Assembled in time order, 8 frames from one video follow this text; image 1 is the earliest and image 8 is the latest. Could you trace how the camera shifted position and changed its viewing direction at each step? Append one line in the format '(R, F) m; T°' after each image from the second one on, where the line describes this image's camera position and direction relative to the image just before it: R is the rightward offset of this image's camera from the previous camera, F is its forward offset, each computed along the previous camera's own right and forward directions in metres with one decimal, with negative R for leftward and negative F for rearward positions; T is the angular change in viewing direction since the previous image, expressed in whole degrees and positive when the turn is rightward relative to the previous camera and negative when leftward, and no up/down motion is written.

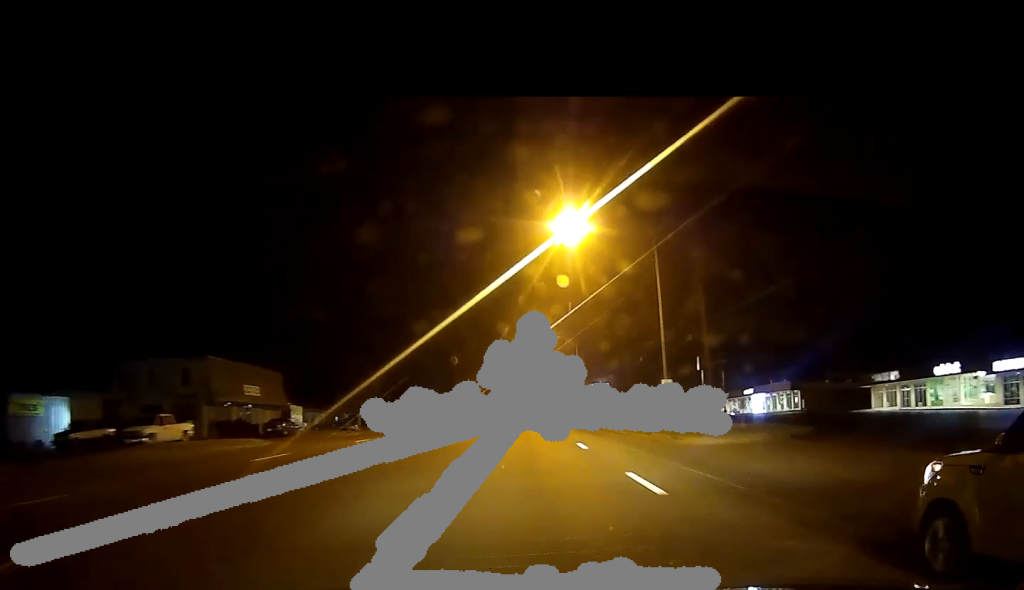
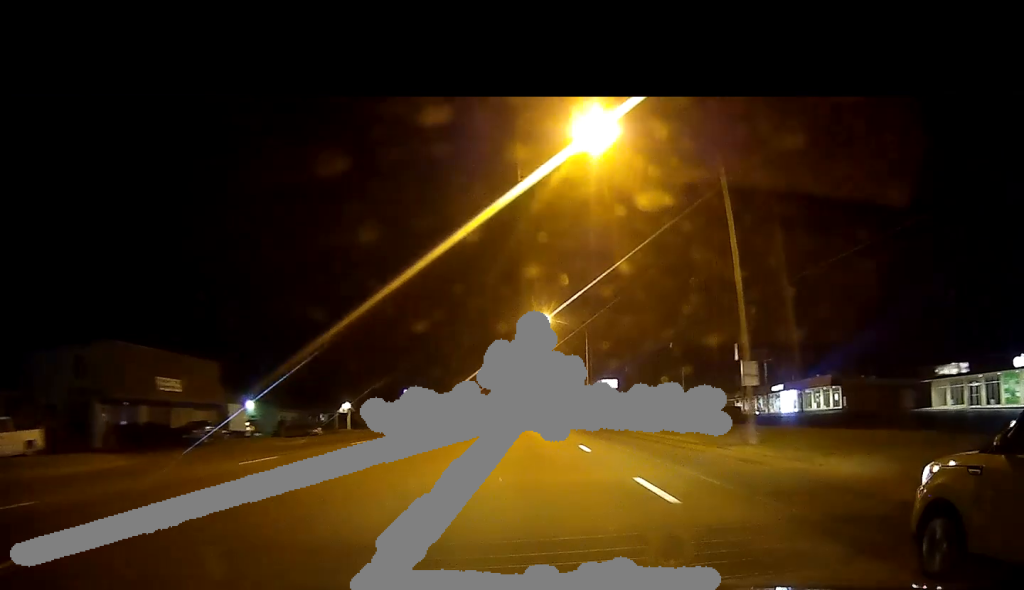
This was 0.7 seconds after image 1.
(0.0, +13.1) m; 0°
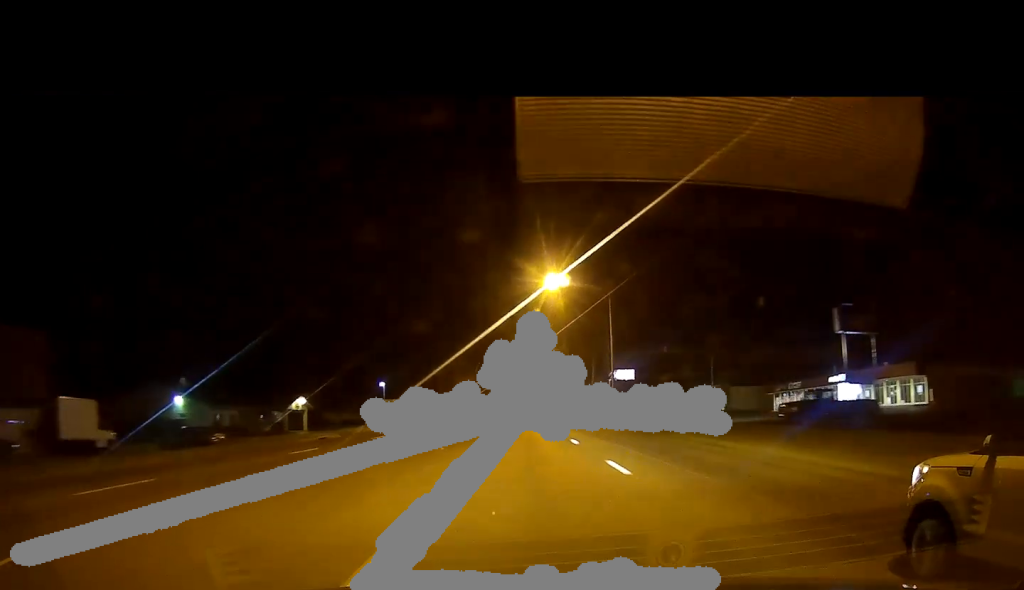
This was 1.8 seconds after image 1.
(0.0, +20.1) m; 0°
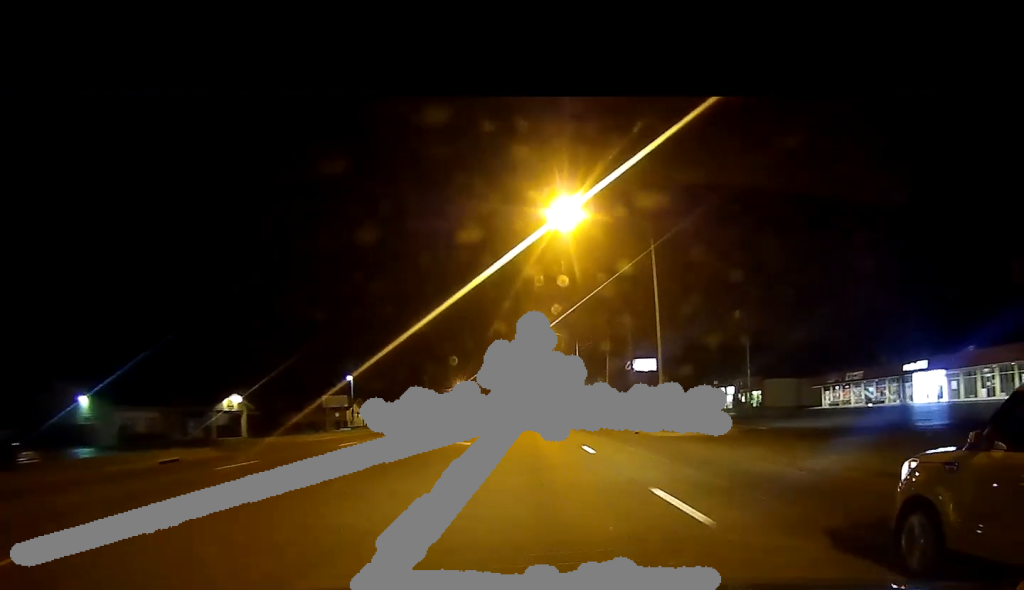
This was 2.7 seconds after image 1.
(0.0, +18.3) m; 0°
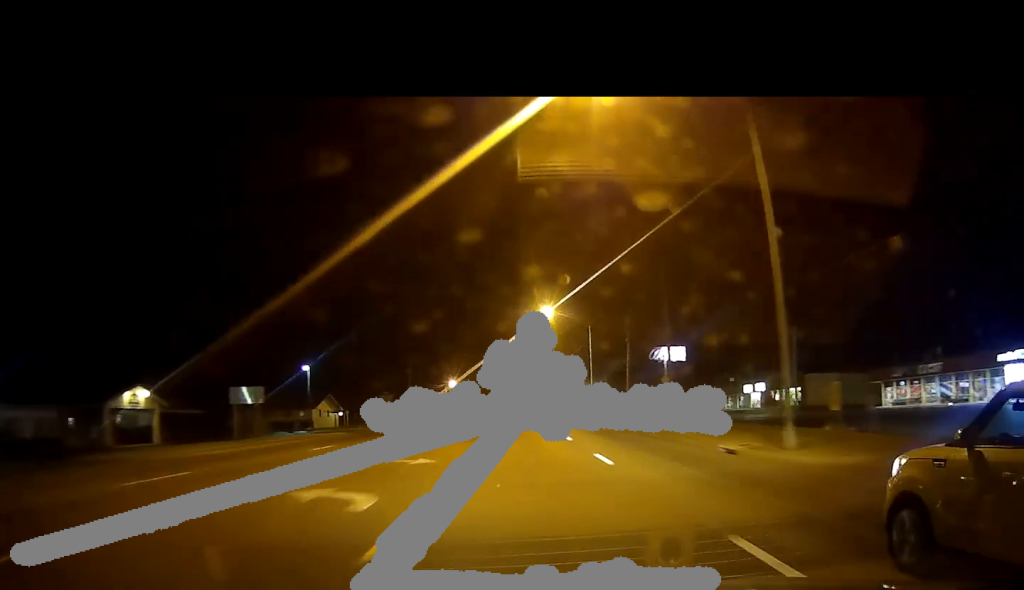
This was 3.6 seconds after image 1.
(0.0, +16.6) m; 0°
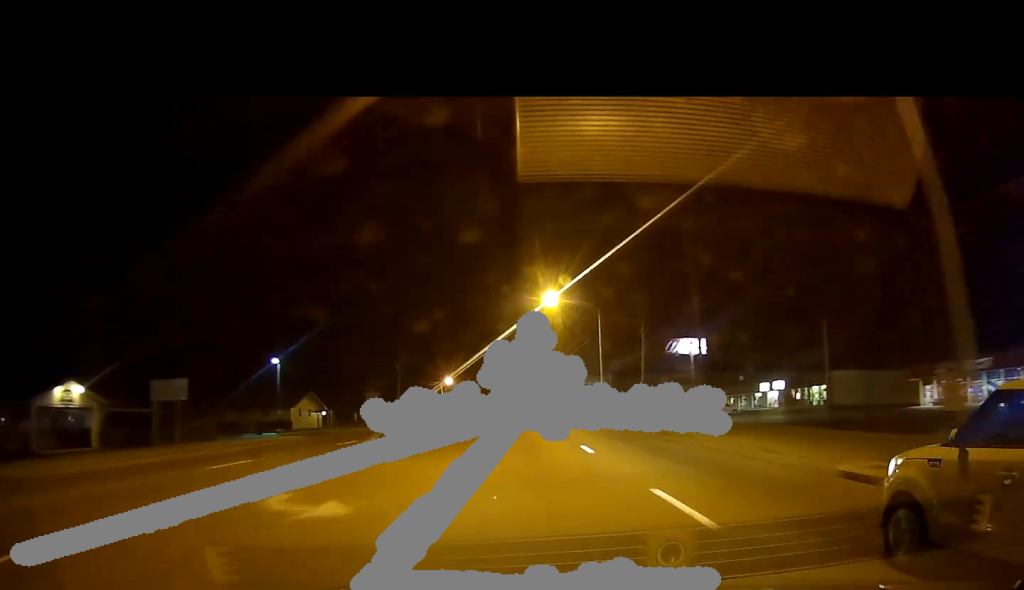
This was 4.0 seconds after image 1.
(0.0, +8.4) m; 0°
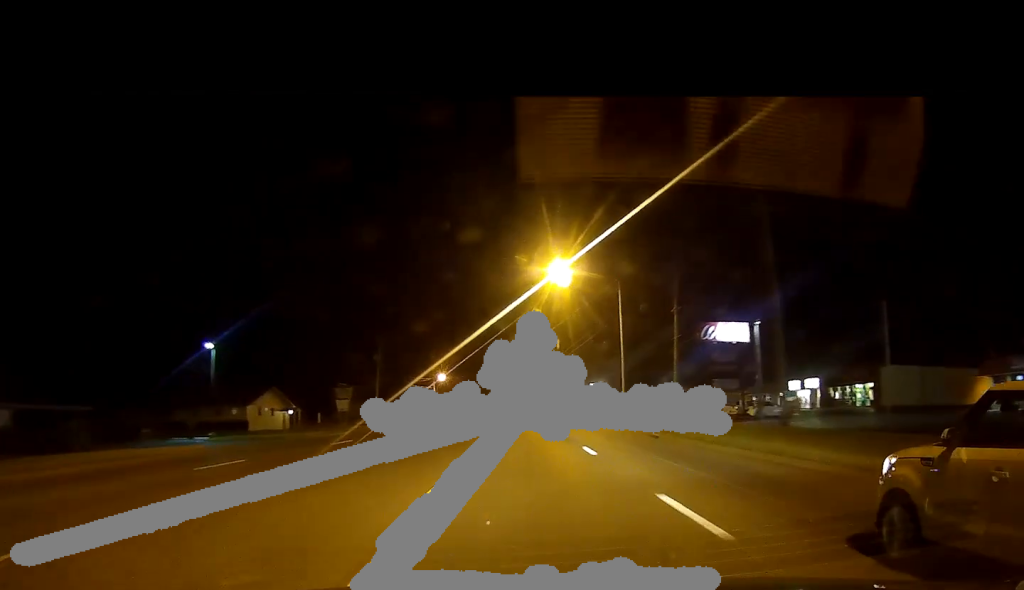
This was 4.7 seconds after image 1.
(0.0, +12.9) m; 0°
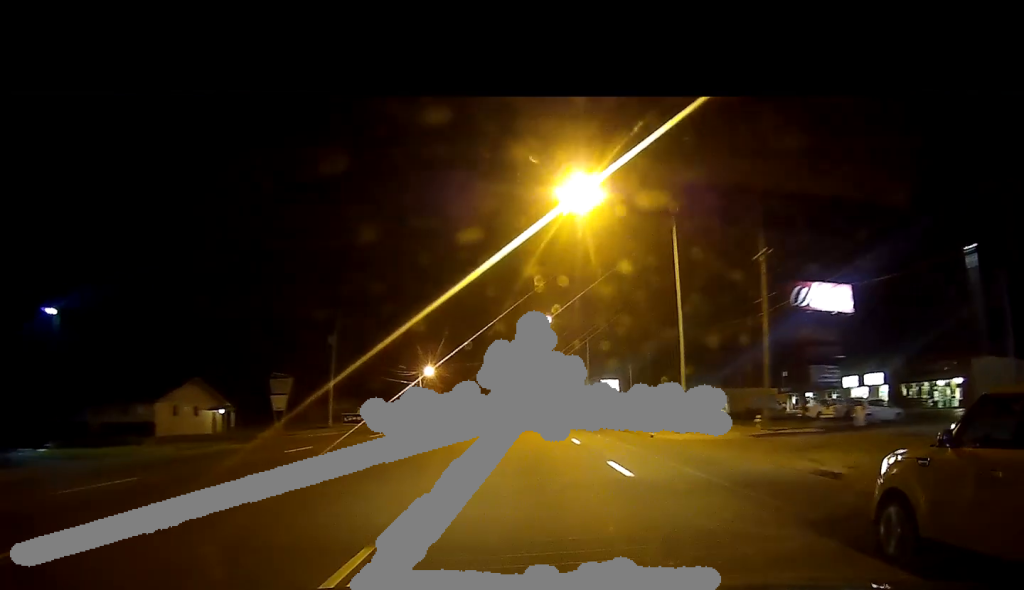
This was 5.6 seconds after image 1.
(0.0, +18.3) m; 0°
